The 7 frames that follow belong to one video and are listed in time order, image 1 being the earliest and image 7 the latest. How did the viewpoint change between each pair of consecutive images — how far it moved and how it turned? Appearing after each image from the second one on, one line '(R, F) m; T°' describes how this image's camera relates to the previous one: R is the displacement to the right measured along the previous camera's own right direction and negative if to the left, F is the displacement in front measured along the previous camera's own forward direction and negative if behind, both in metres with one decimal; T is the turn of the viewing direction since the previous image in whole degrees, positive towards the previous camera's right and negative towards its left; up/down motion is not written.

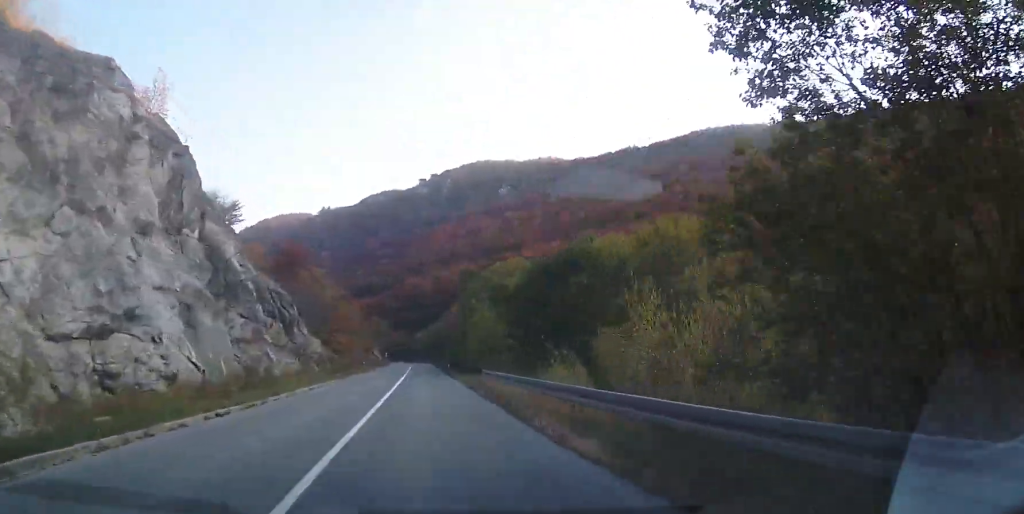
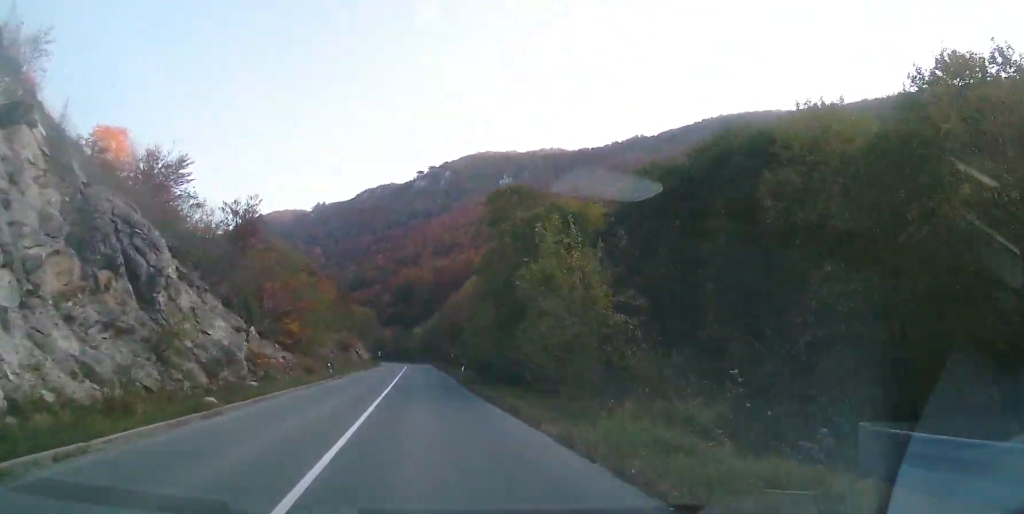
(-0.1, +23.8) m; -1°
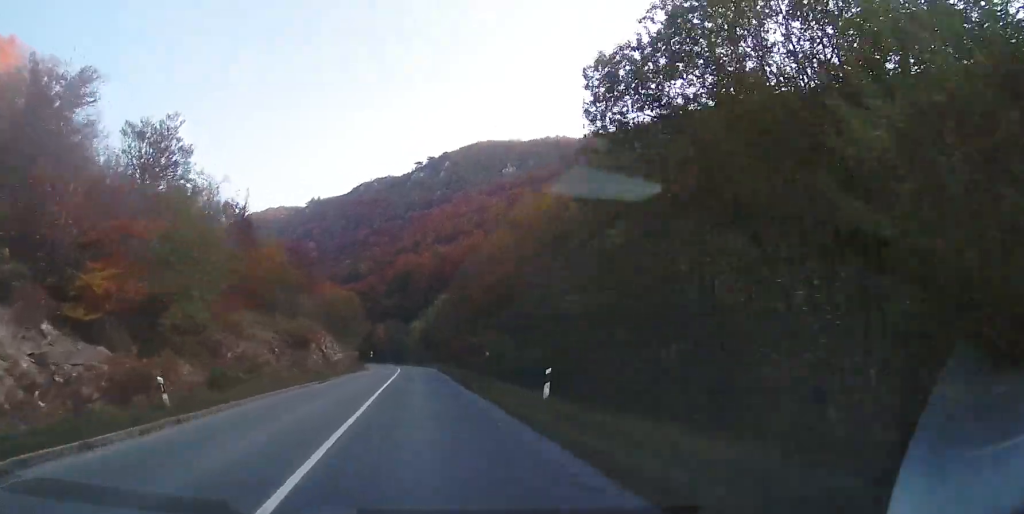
(-0.2, +27.5) m; -1°
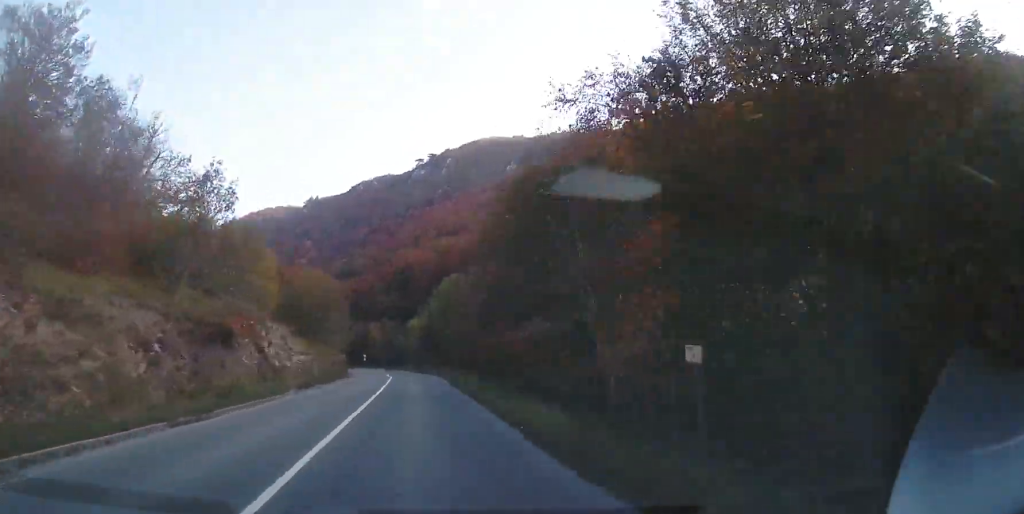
(-0.1, +19.3) m; -1°
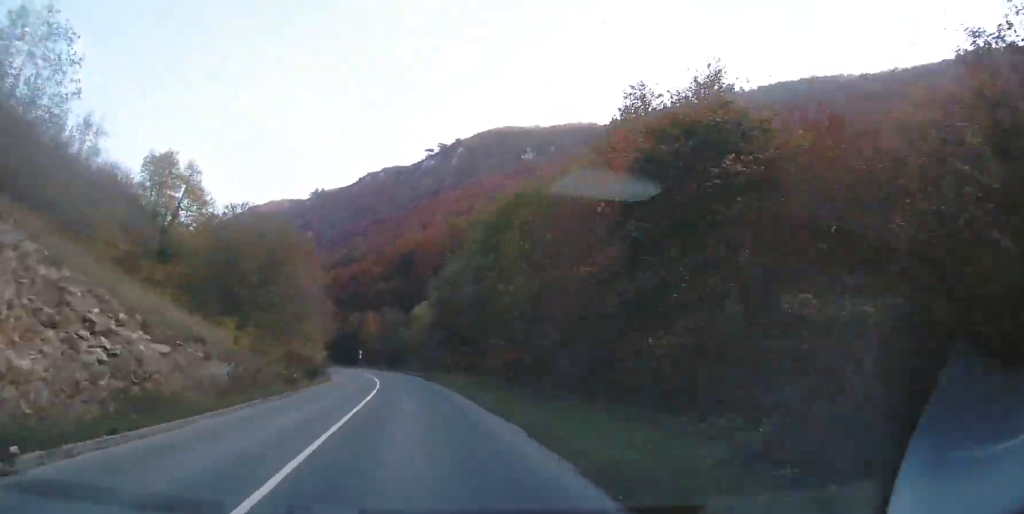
(-0.1, +24.0) m; 0°
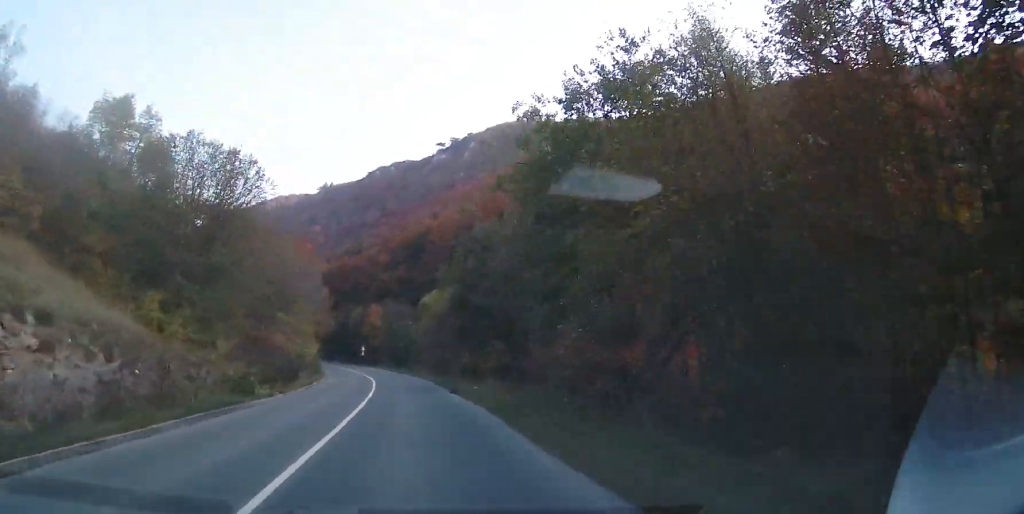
(+0.1, +10.7) m; 0°
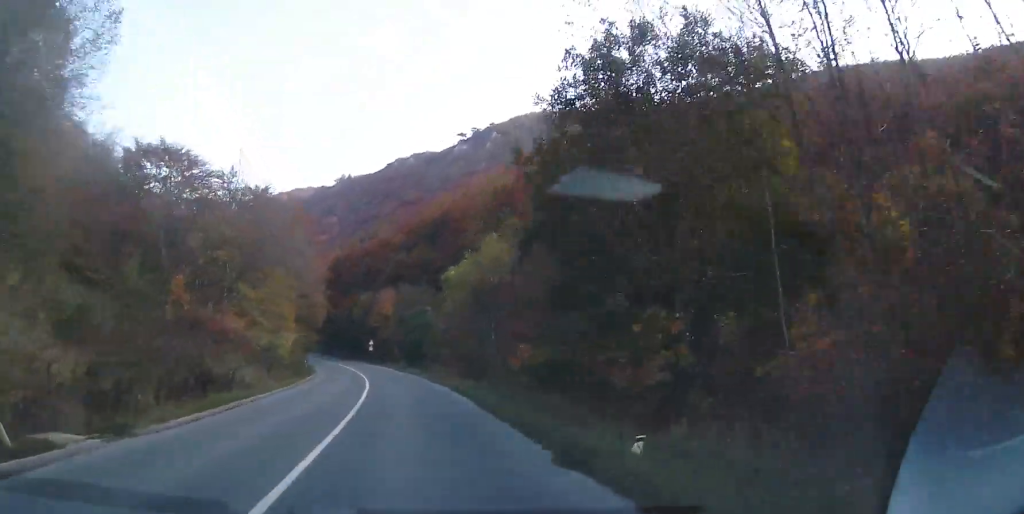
(-0.3, +17.0) m; -2°
